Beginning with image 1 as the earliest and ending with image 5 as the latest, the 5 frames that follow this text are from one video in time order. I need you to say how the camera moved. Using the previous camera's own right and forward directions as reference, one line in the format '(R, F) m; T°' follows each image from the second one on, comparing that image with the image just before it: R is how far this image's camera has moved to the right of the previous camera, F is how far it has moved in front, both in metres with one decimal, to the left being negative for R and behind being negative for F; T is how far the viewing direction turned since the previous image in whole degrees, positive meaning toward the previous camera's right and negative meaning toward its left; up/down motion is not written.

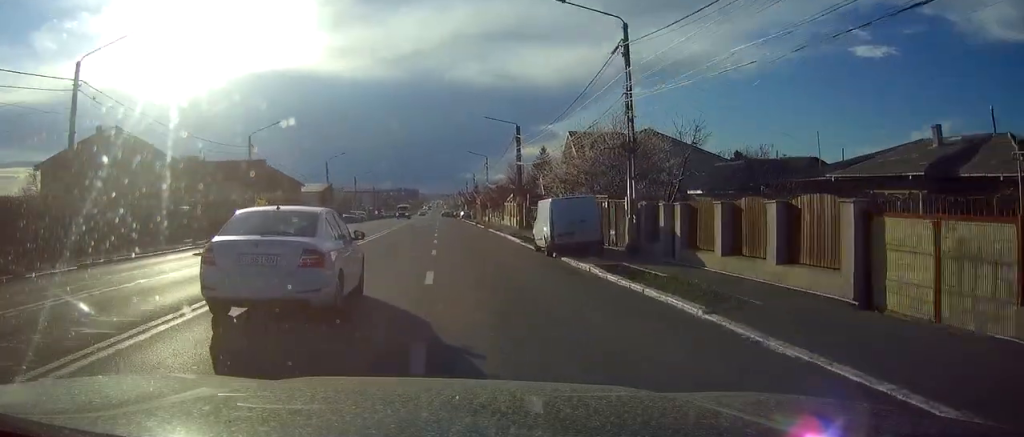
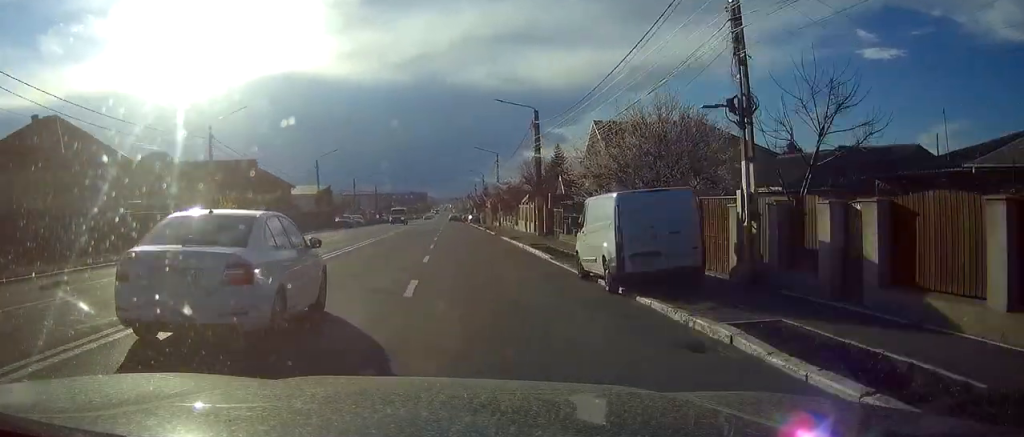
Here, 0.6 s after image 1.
(-0.1, +10.0) m; -1°
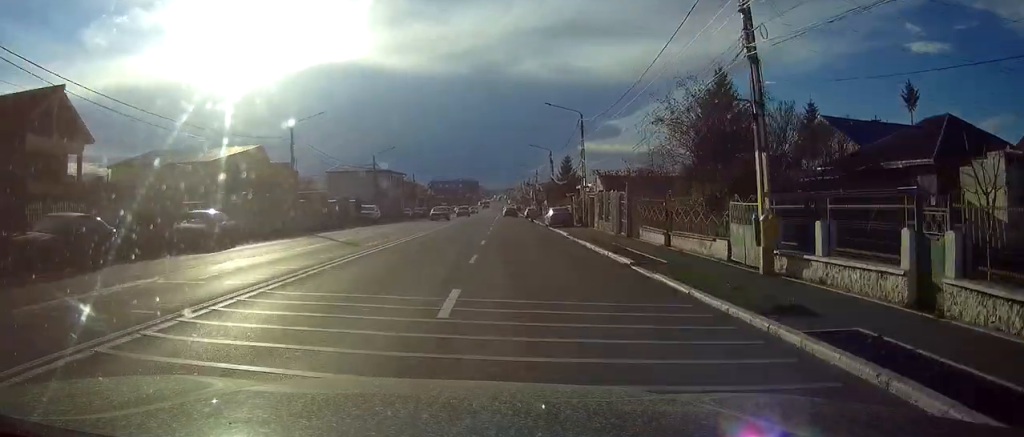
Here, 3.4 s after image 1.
(-2.2, +63.9) m; -4°
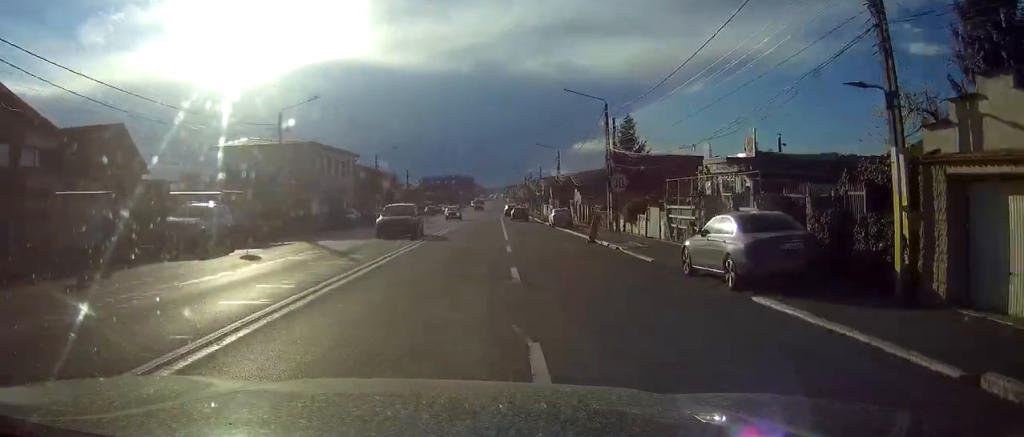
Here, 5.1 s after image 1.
(-0.3, +40.1) m; 0°
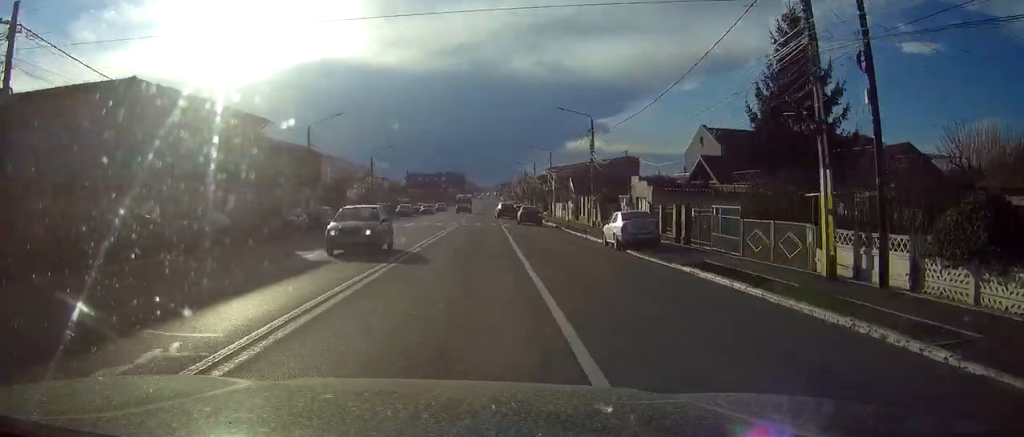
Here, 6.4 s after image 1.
(+0.2, +29.9) m; +1°
